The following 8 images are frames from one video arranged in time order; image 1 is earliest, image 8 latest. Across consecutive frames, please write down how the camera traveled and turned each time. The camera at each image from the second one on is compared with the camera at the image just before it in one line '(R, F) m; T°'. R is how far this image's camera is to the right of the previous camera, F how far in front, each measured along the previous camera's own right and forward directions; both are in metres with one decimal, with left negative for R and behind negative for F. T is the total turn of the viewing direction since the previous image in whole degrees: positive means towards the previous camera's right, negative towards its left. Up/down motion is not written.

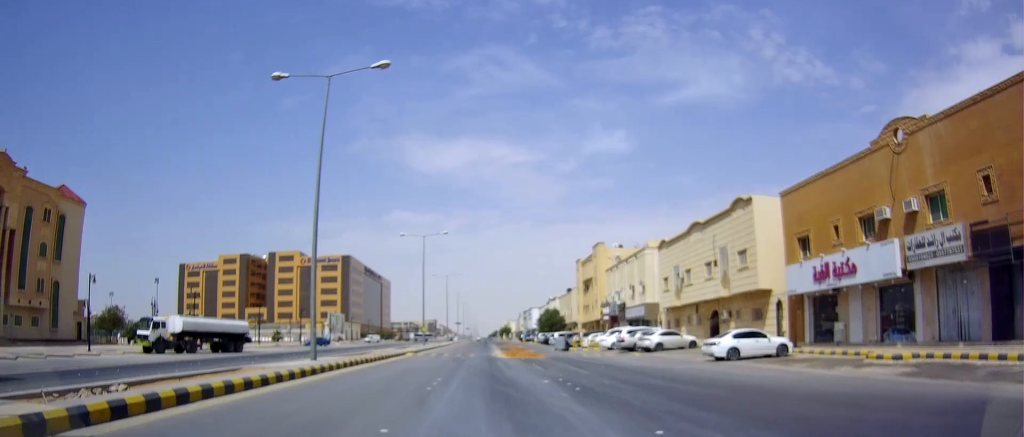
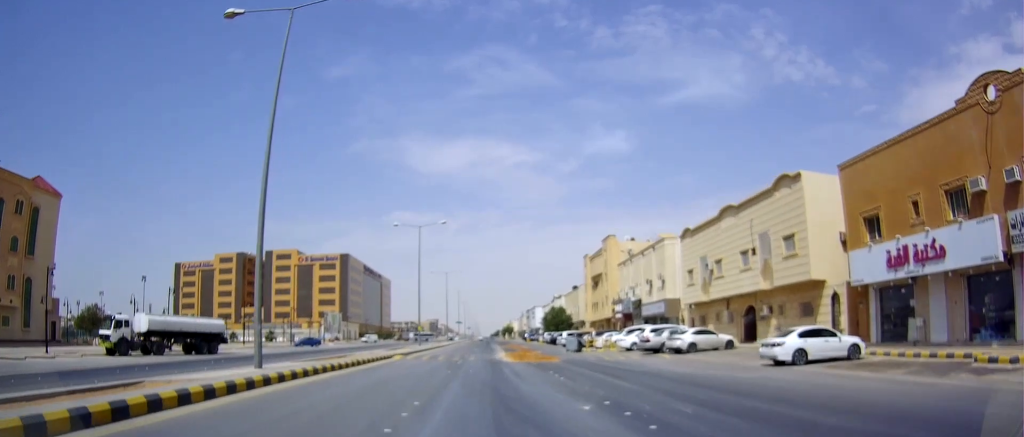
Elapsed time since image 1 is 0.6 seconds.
(-0.3, +6.8) m; +1°
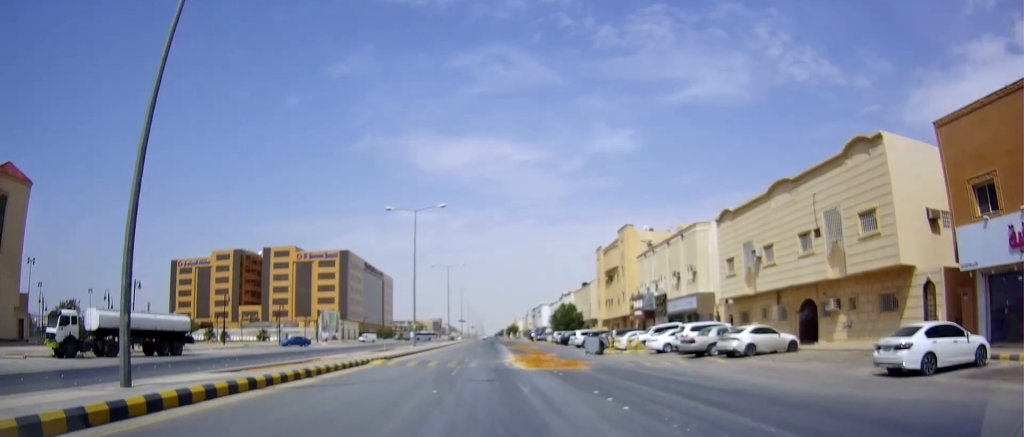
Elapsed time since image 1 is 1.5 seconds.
(+0.2, +8.3) m; +2°
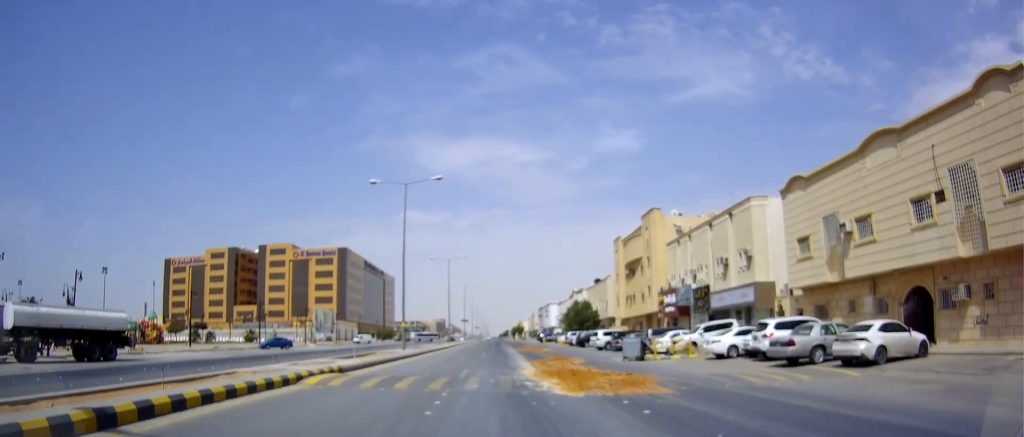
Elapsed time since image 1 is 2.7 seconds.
(+0.3, +11.5) m; -4°
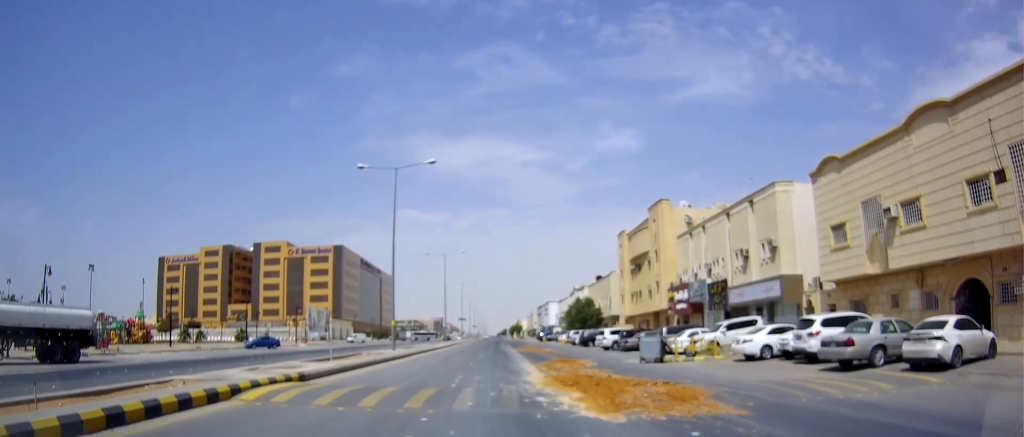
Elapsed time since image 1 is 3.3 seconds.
(-0.3, +4.9) m; -2°
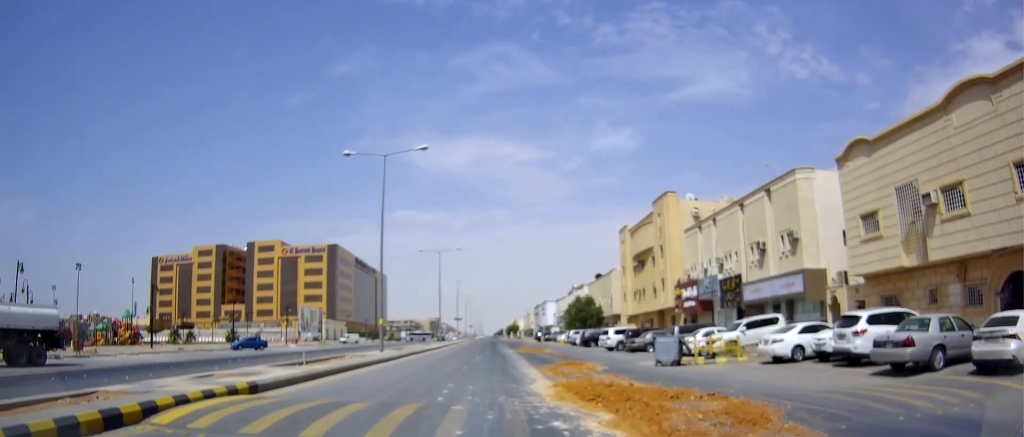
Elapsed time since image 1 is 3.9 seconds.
(-0.5, +4.4) m; 0°
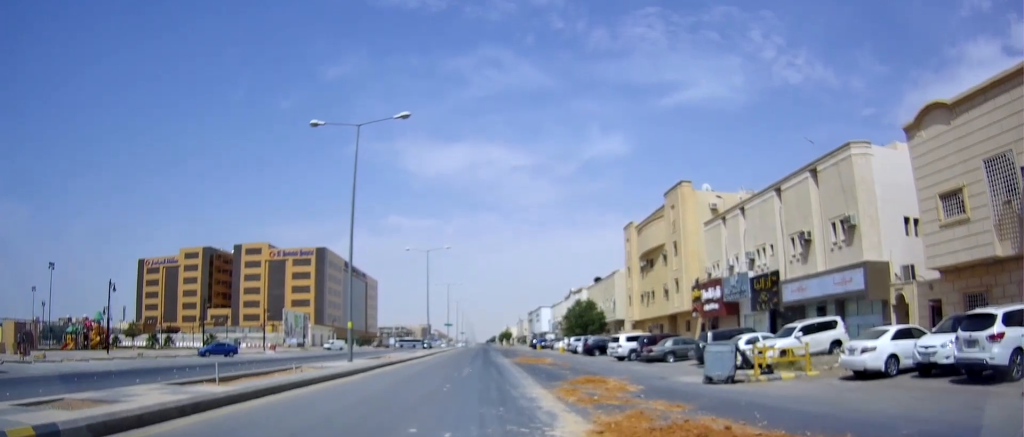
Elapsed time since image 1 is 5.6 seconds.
(+0.9, +9.9) m; +4°
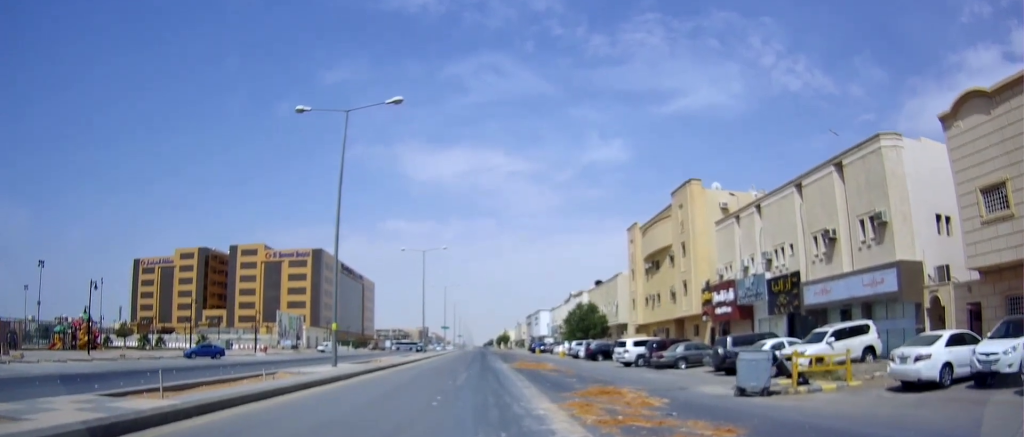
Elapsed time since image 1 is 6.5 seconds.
(+0.1, +3.9) m; +2°
